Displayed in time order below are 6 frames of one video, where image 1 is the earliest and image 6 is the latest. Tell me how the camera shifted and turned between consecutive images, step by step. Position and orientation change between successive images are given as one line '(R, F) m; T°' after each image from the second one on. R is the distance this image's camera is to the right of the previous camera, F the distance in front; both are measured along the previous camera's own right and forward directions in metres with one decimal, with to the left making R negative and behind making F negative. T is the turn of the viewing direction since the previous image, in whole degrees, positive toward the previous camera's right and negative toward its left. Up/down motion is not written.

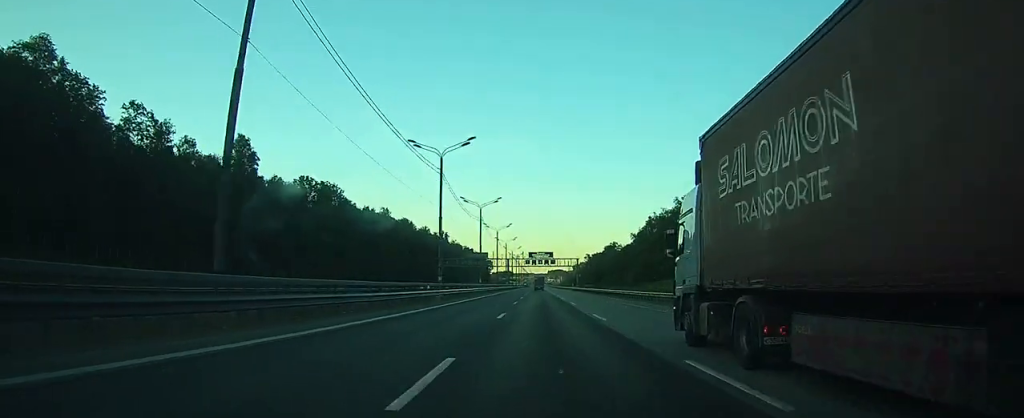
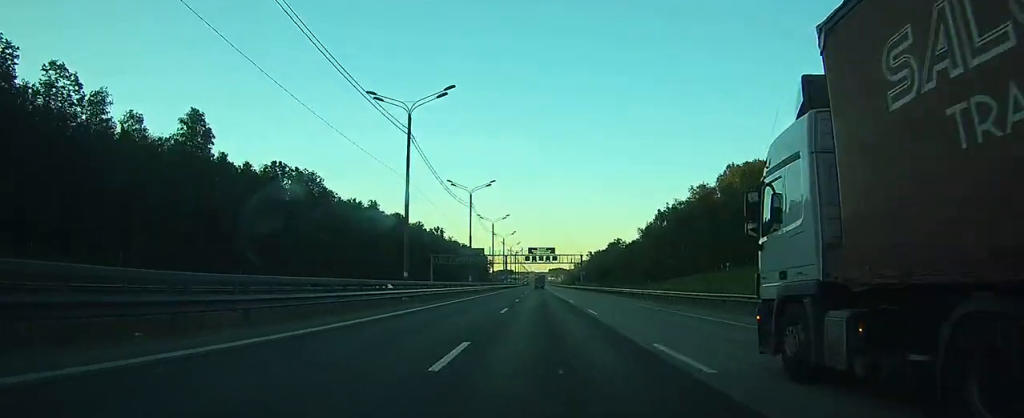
(0.0, +13.6) m; 0°
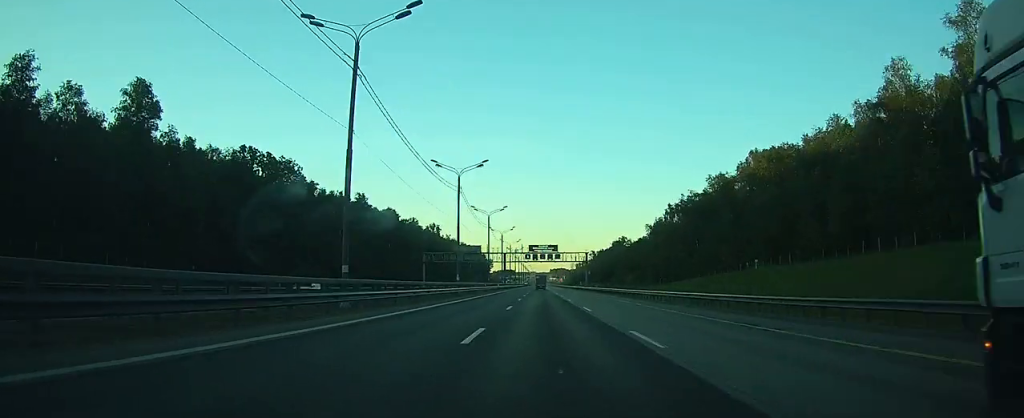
(0.0, +12.4) m; 0°
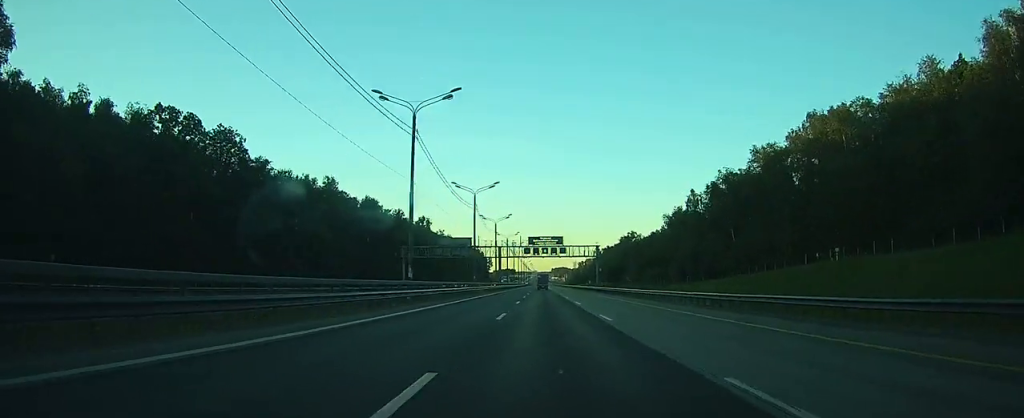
(0.0, +23.8) m; 0°
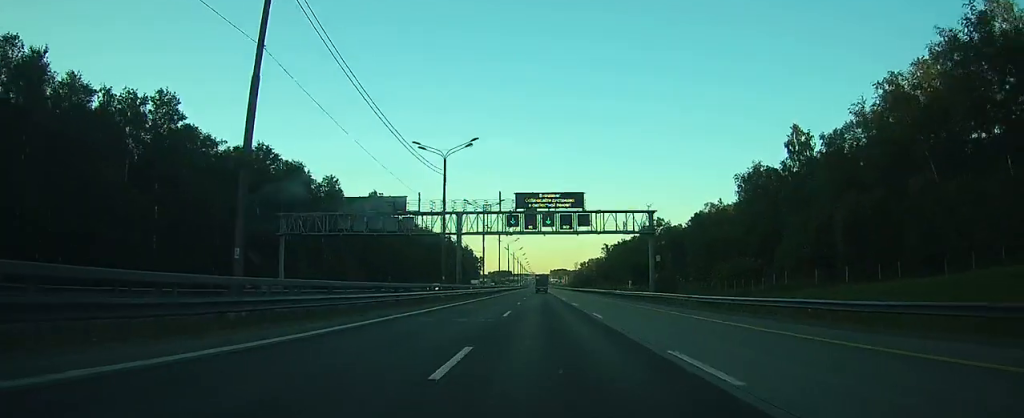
(0.0, +60.2) m; 0°
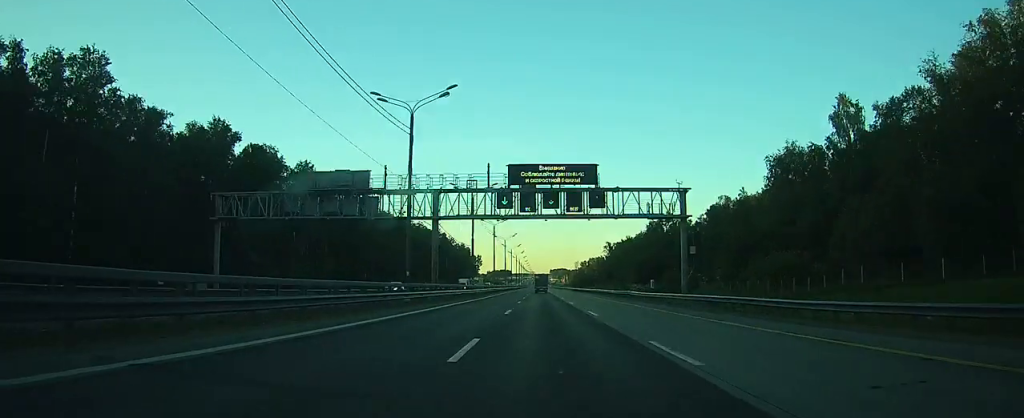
(+0.1, +14.2) m; 0°
